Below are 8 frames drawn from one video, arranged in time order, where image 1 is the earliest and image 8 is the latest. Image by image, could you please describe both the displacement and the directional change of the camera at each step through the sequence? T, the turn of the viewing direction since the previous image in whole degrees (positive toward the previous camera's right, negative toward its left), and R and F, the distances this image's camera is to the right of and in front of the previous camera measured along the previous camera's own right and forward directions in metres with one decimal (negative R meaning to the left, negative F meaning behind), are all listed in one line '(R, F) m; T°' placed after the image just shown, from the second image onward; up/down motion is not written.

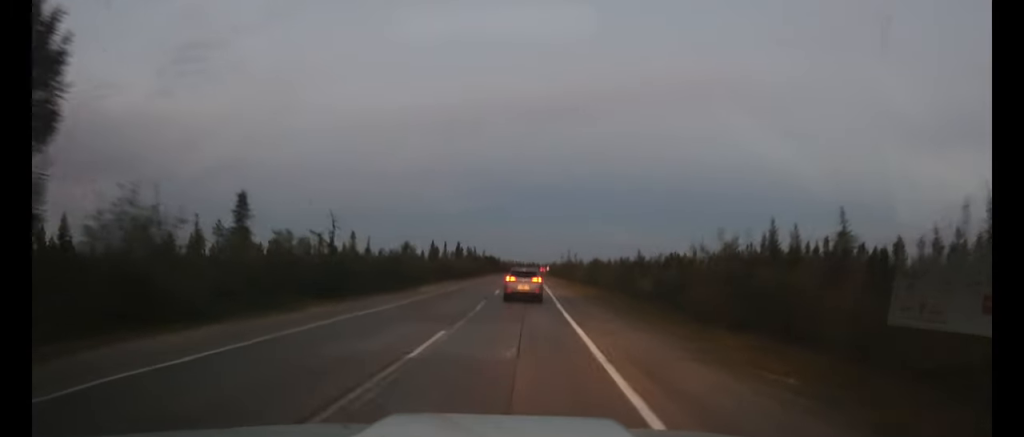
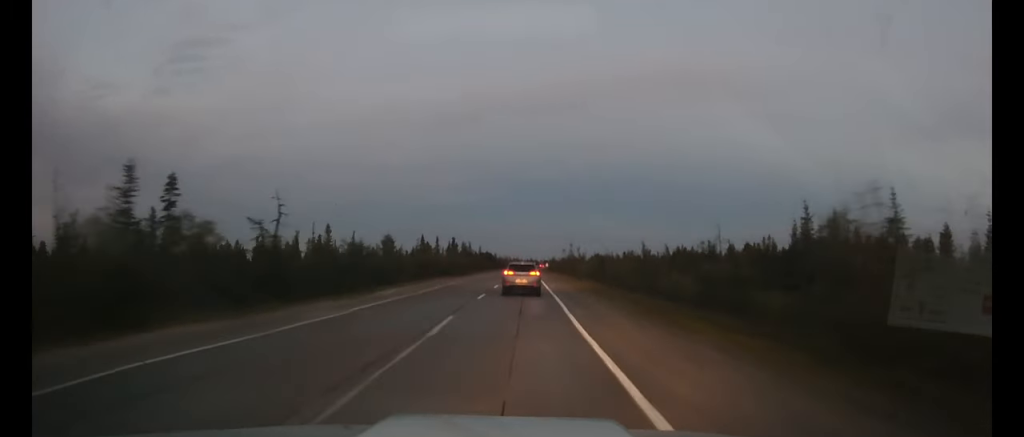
(0.0, +10.0) m; 0°
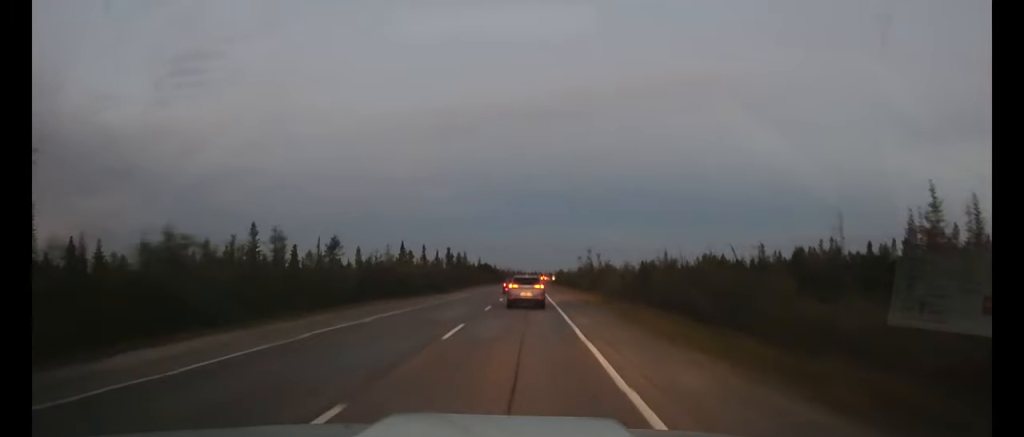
(0.0, +22.8) m; 0°
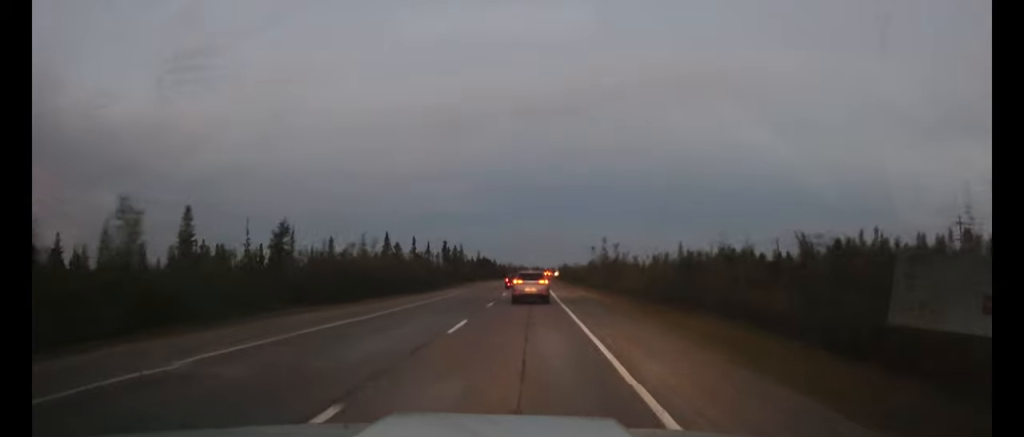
(0.0, +12.1) m; 0°
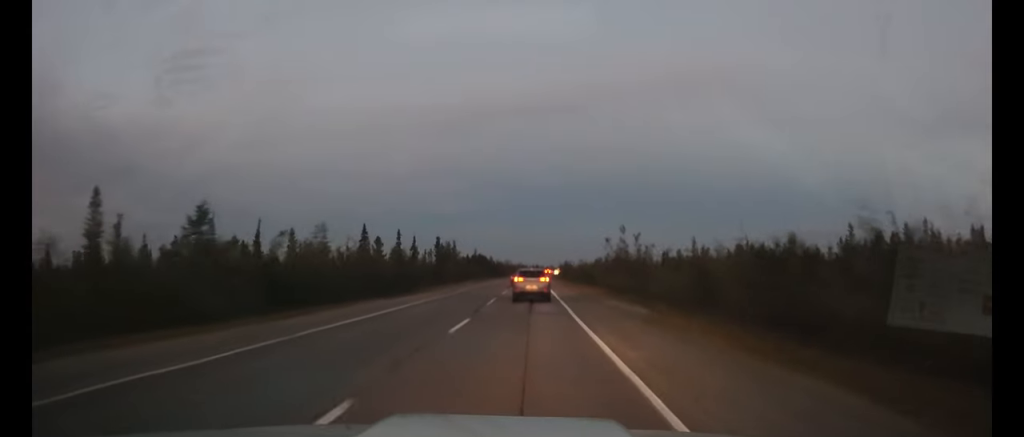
(0.0, +11.4) m; 0°
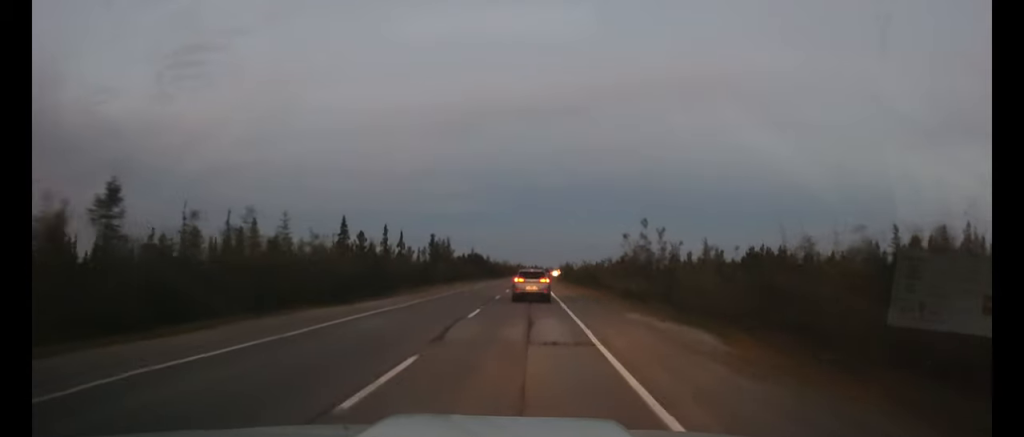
(0.0, +8.4) m; 0°
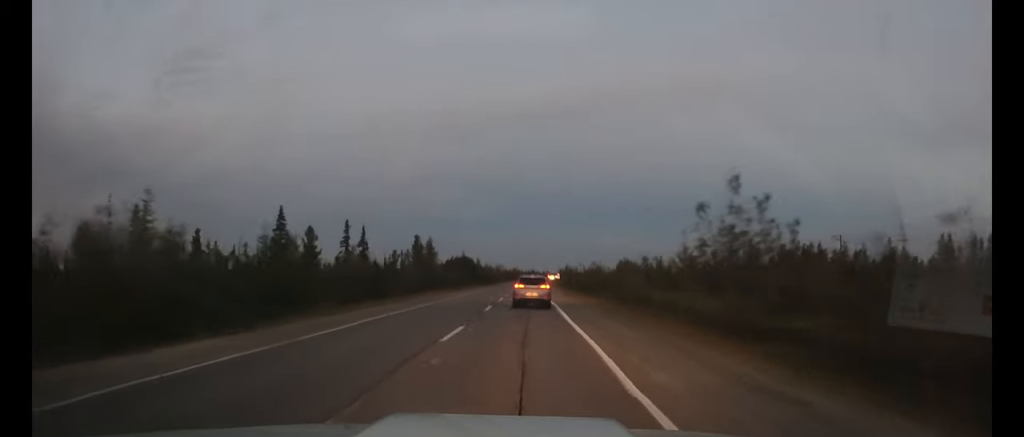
(0.0, +17.0) m; 0°
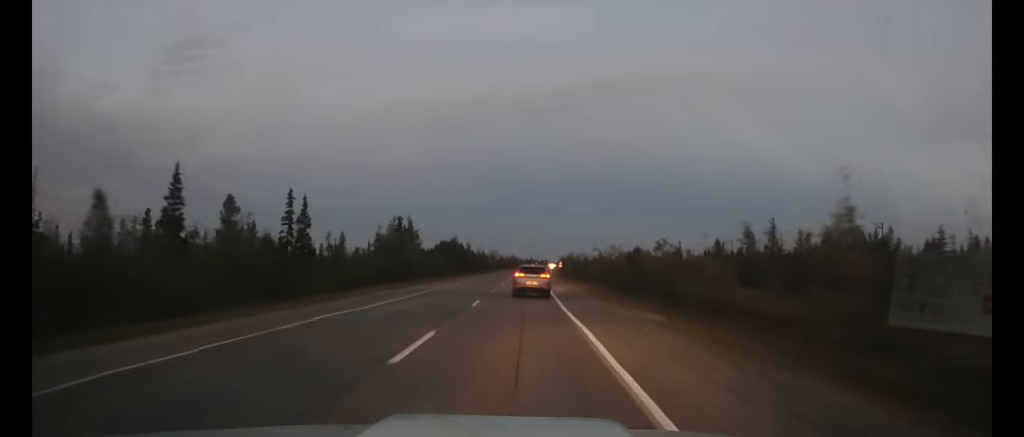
(0.0, +17.1) m; 0°
